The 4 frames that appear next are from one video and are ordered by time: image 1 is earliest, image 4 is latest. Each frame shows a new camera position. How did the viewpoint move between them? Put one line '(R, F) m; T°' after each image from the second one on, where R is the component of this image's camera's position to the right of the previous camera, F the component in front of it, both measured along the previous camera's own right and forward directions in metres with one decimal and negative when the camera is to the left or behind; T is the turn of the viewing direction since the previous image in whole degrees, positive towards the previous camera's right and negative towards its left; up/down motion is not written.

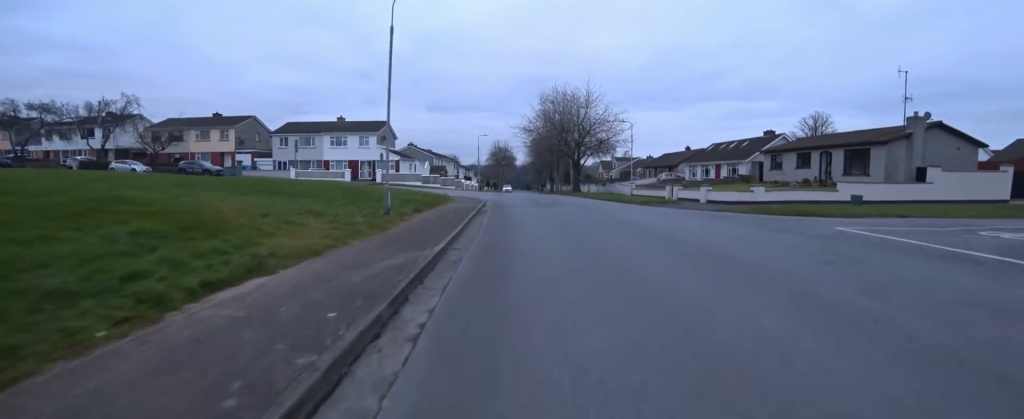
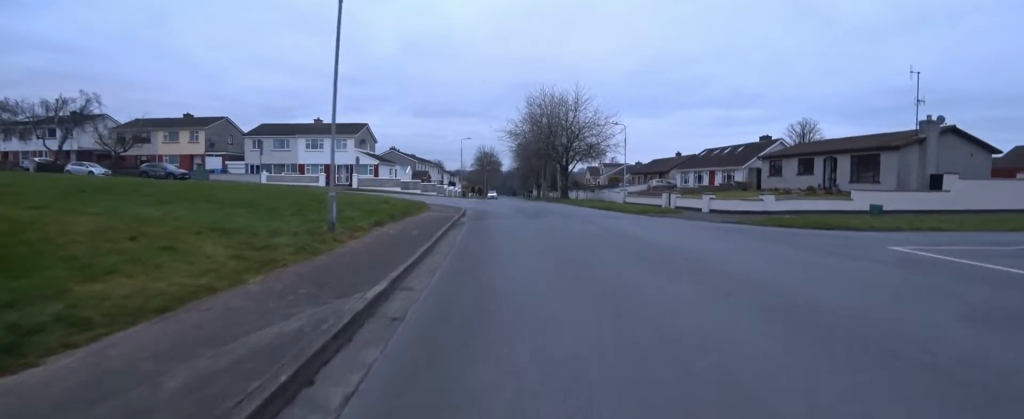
(-0.1, +2.4) m; -2°
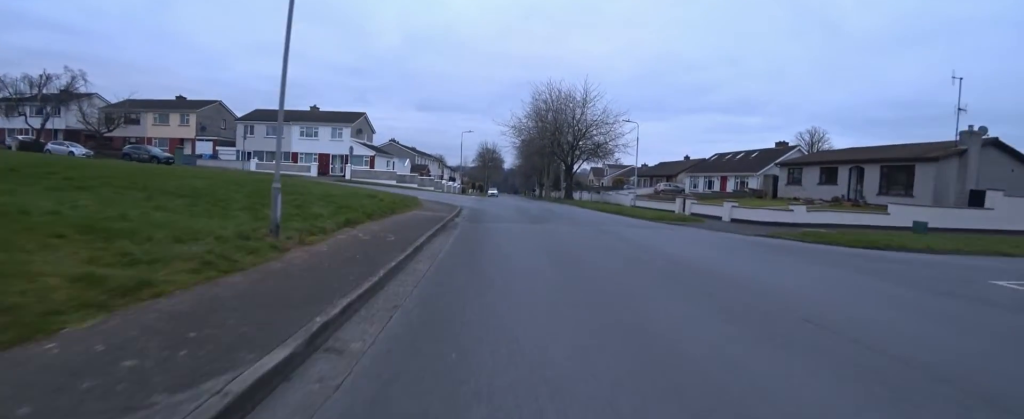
(0.0, +2.2) m; -1°
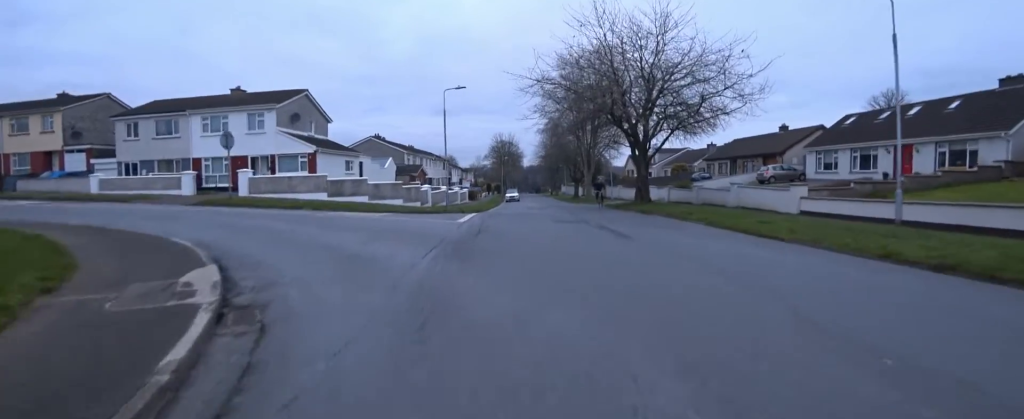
(-2.1, +18.2) m; -6°
